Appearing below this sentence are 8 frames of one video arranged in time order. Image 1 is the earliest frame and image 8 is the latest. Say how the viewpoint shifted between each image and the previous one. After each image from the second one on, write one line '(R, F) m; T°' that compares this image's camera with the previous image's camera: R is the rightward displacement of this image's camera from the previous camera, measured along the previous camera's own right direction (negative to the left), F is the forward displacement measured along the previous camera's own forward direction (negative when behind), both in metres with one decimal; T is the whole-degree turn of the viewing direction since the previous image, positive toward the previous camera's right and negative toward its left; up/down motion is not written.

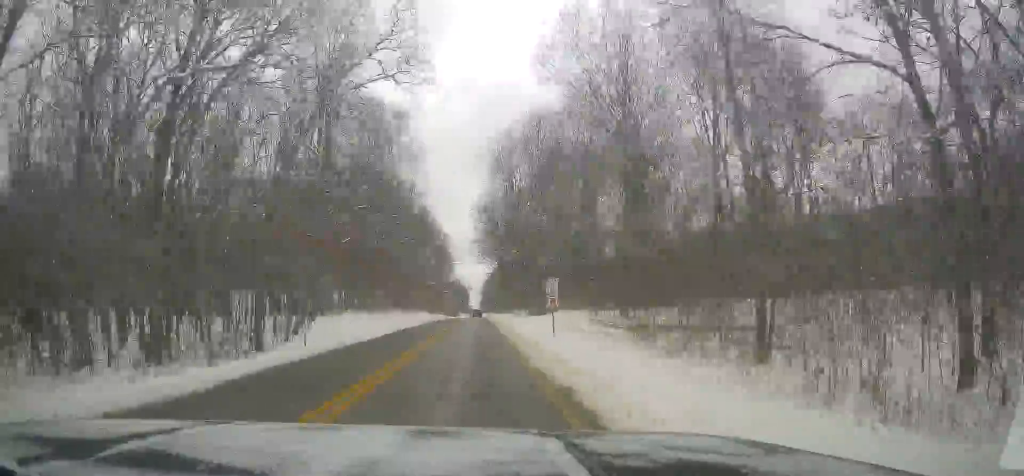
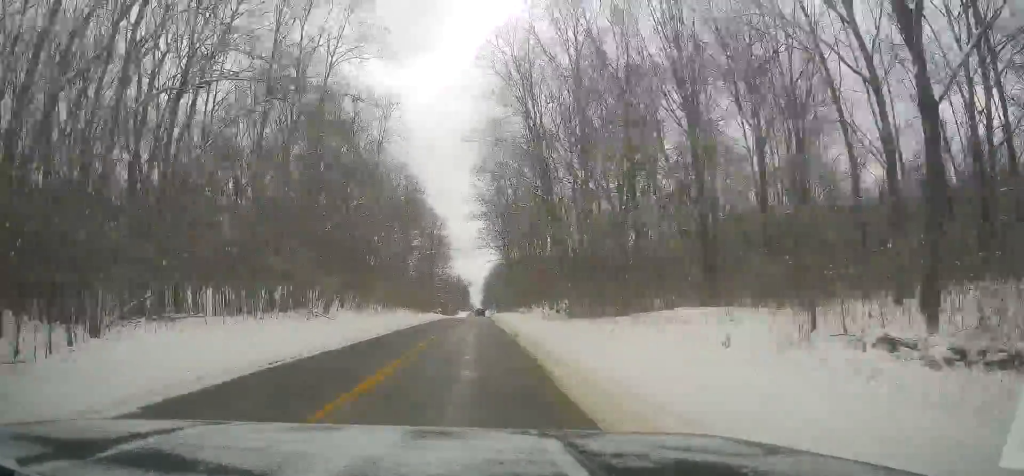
(+0.9, +26.9) m; +2°
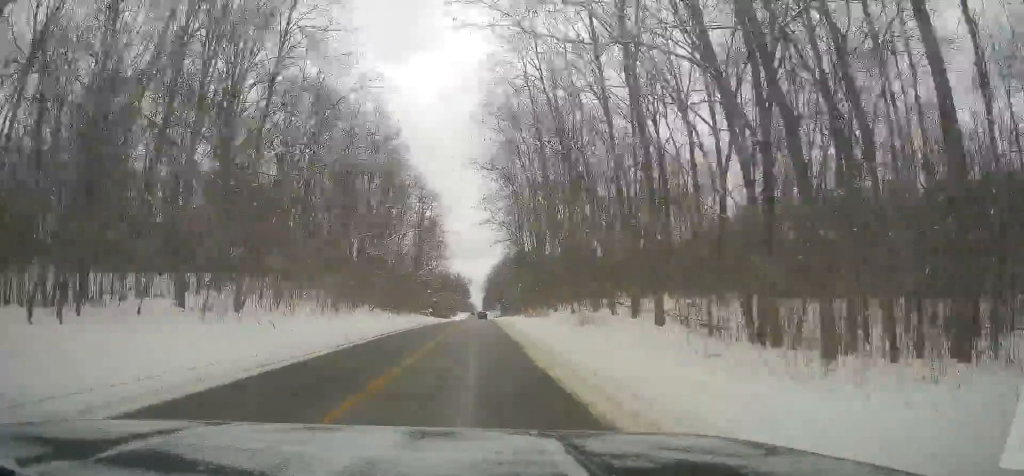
(-0.6, +30.1) m; -2°
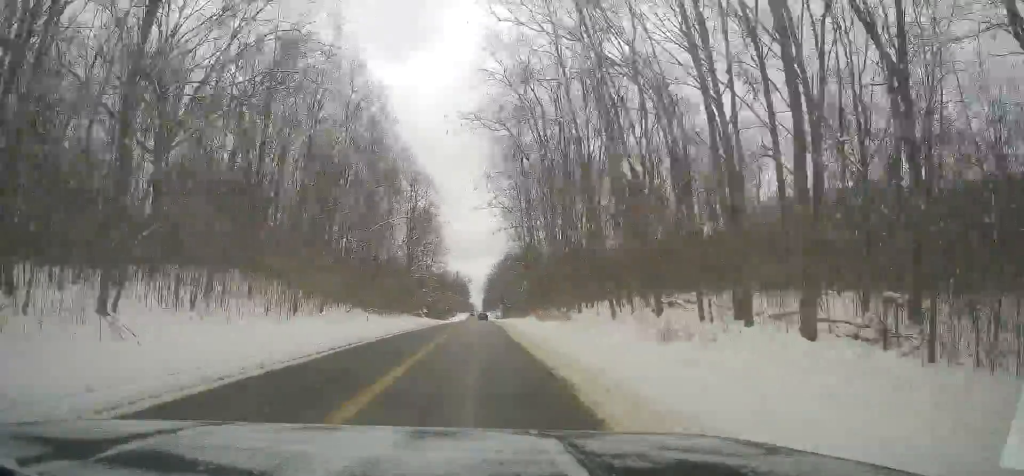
(-0.4, +11.7) m; 0°
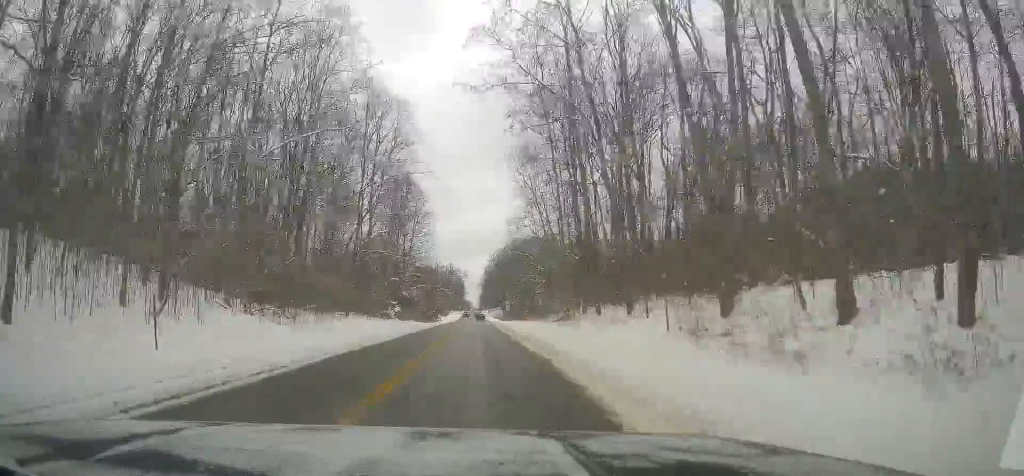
(+0.8, +32.5) m; +1°
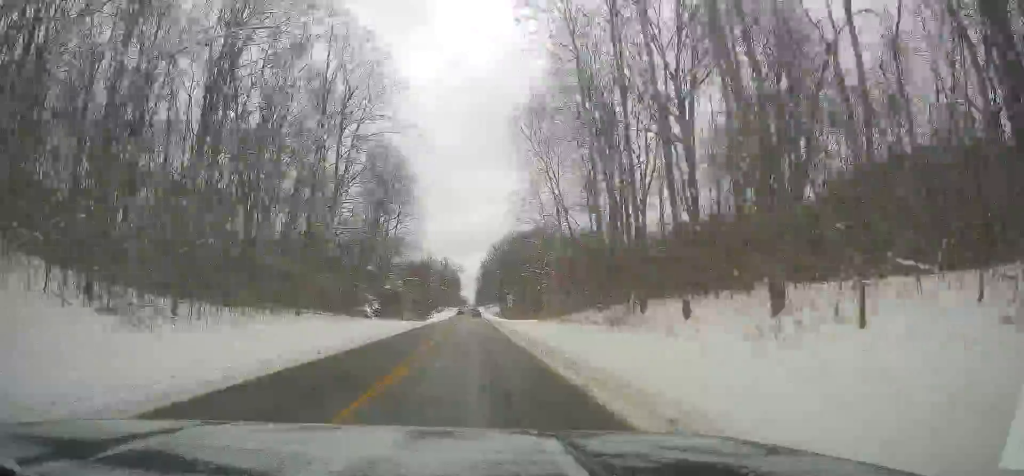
(-0.2, +13.1) m; 0°
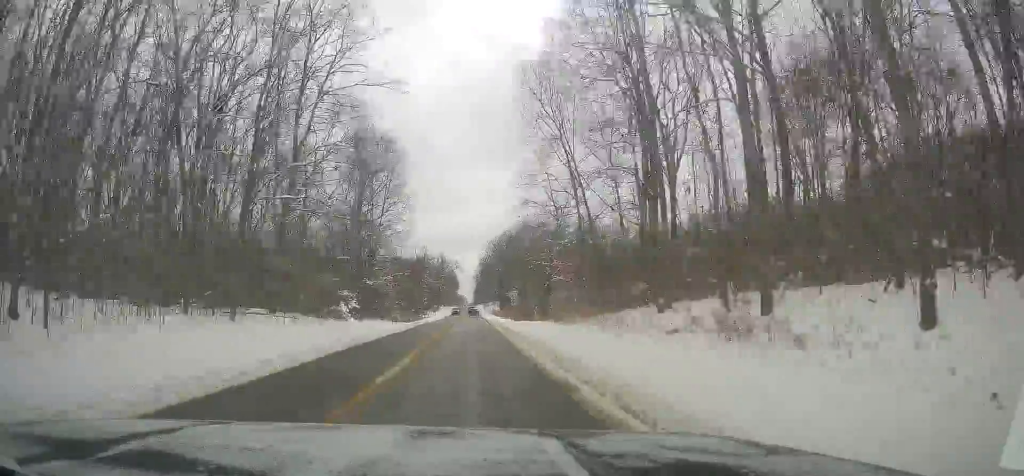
(+0.1, +10.1) m; 0°
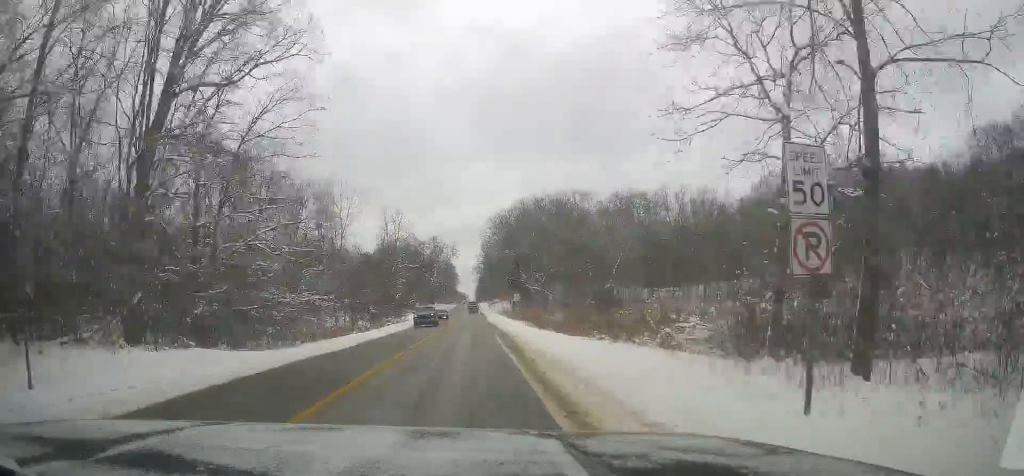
(-0.5, +47.7) m; 0°
